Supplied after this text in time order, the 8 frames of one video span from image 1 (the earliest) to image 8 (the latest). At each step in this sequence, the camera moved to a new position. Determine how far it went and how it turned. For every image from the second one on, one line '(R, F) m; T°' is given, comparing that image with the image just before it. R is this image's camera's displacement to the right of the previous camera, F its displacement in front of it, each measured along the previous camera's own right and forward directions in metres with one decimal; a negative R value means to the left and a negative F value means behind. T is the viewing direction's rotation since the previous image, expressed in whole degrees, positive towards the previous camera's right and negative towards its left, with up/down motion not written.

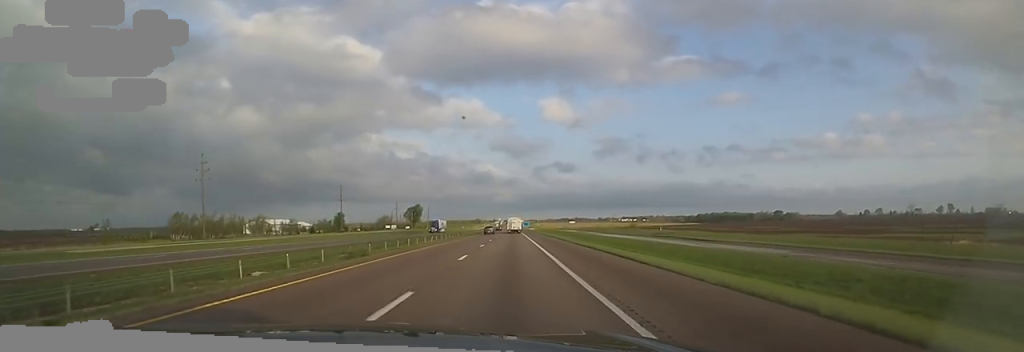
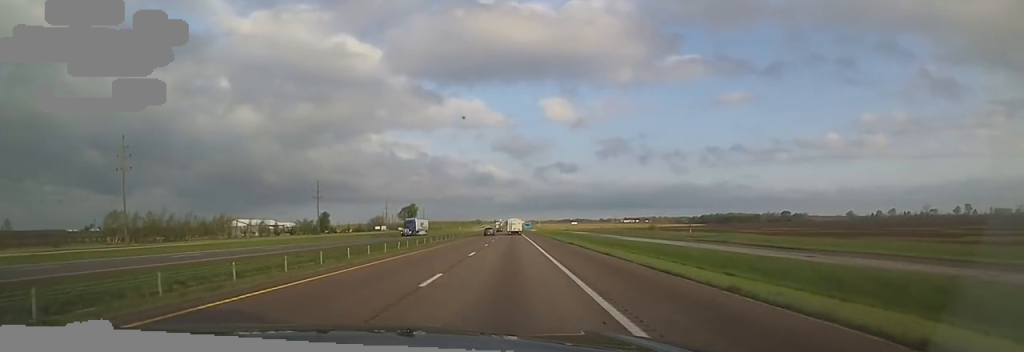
(+0.1, +20.7) m; -1°
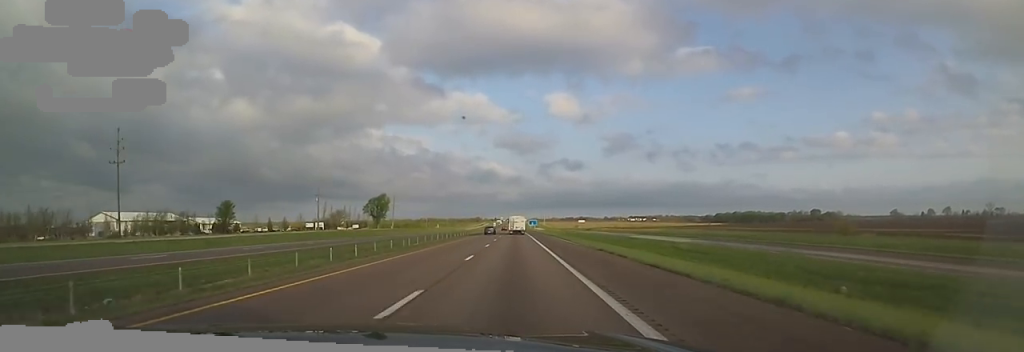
(-3.3, +78.7) m; -2°
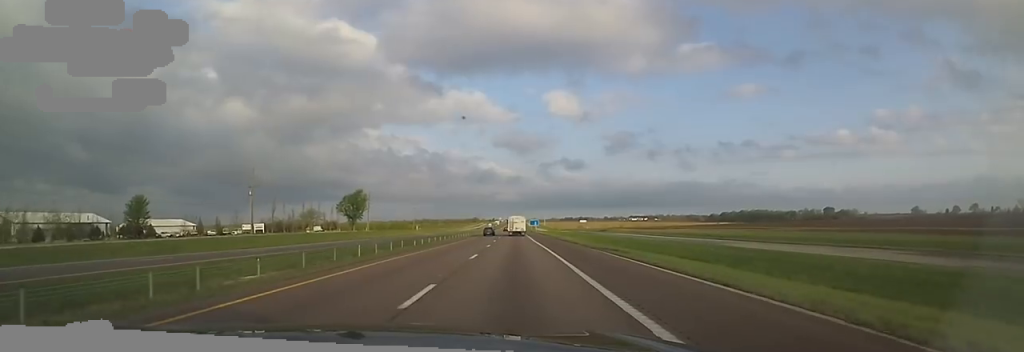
(+0.9, +35.9) m; +2°
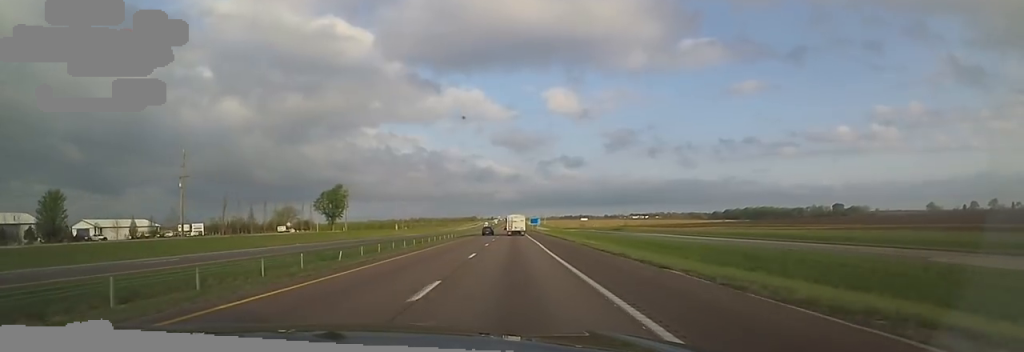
(+0.3, +23.6) m; 0°
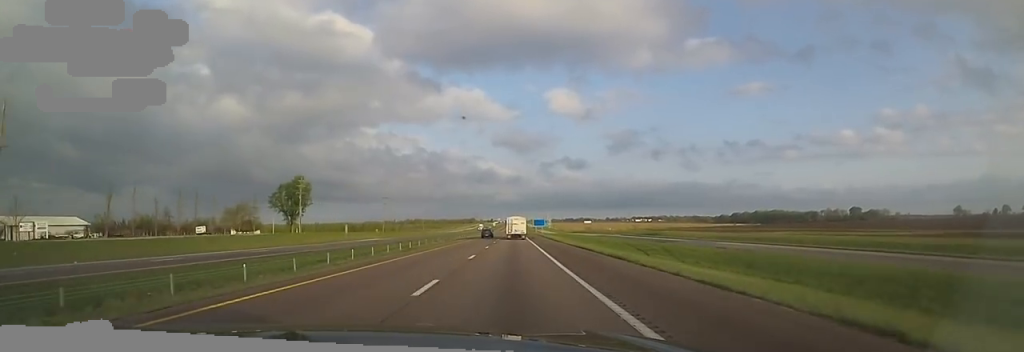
(-0.6, +36.1) m; 0°
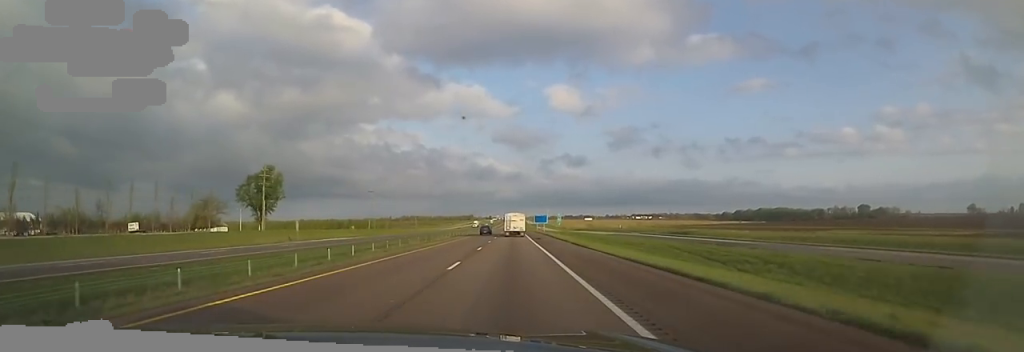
(+0.4, +18.9) m; 0°
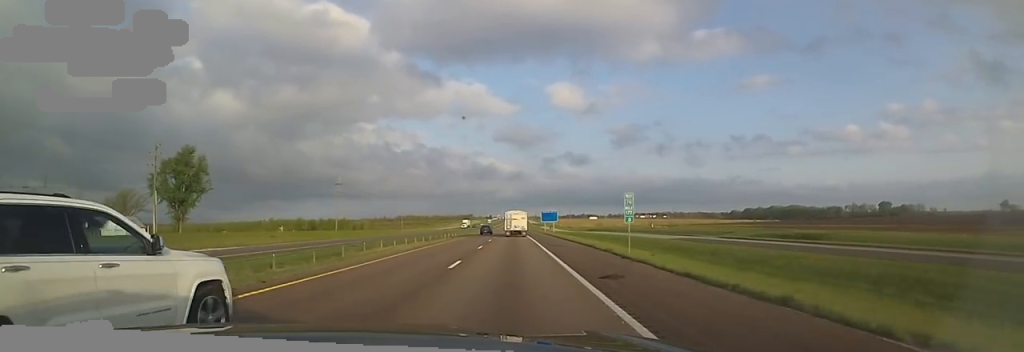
(-0.5, +36.1) m; -1°
